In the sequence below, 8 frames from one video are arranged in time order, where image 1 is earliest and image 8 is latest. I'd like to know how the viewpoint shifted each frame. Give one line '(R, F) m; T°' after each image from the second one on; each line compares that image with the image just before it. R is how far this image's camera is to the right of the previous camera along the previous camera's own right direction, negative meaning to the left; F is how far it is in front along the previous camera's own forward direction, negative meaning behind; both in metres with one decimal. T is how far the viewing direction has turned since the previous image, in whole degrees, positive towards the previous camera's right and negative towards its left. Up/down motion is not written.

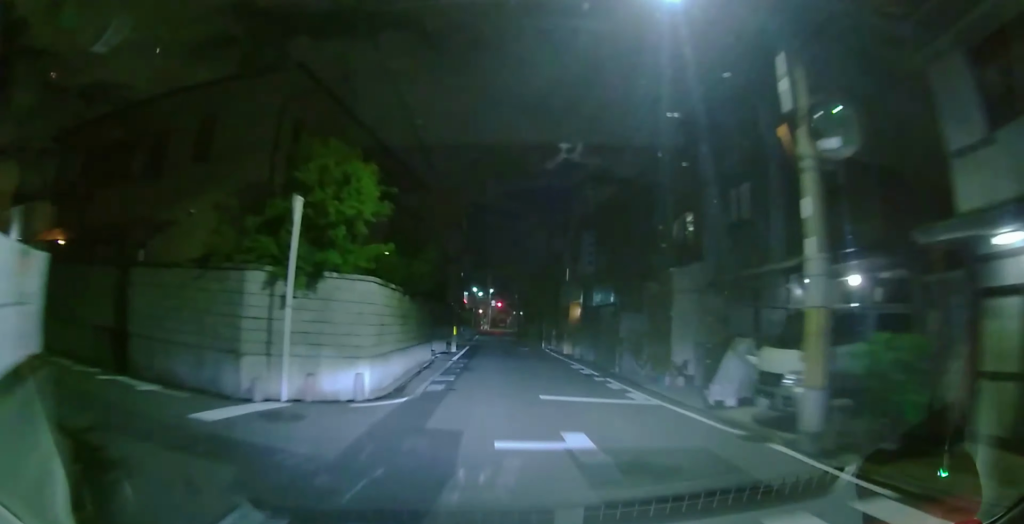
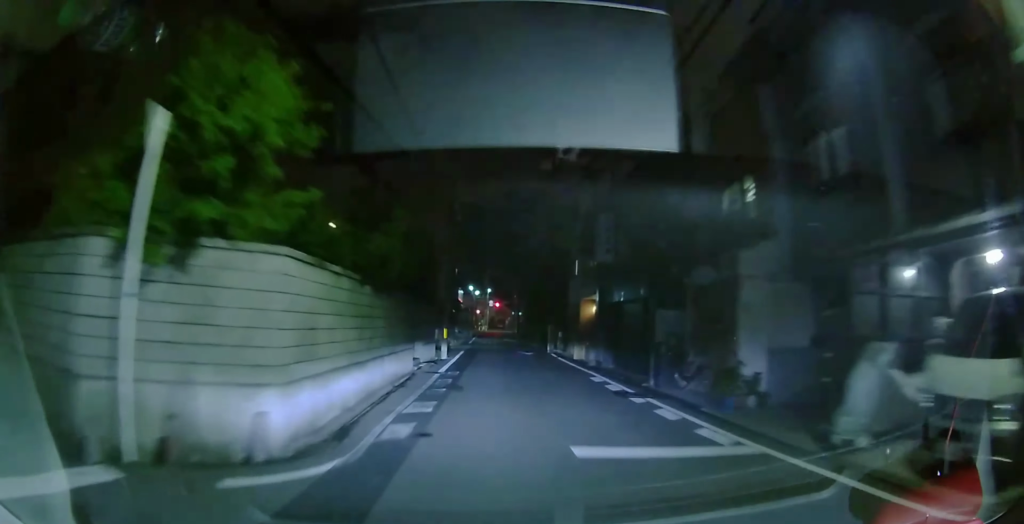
(0.0, +3.8) m; 0°
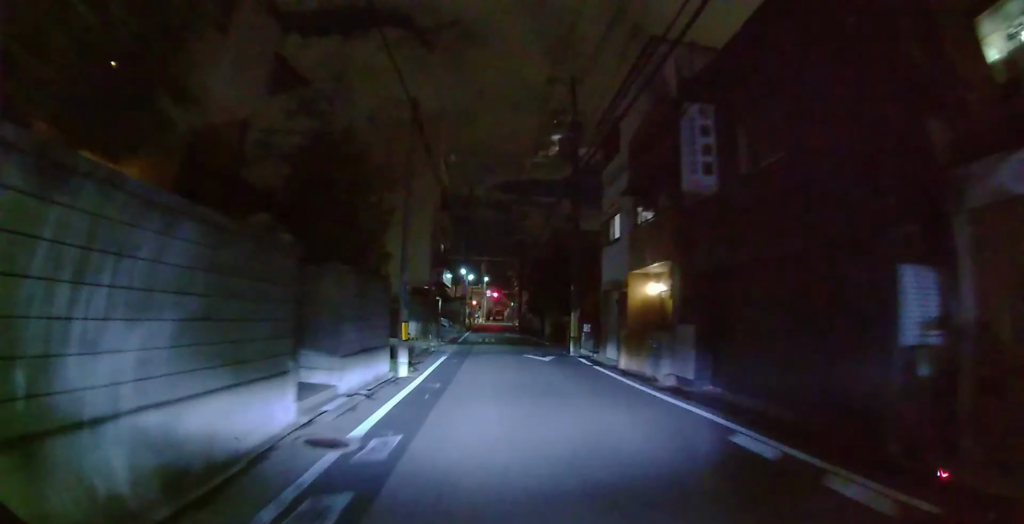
(-0.1, +8.9) m; -3°
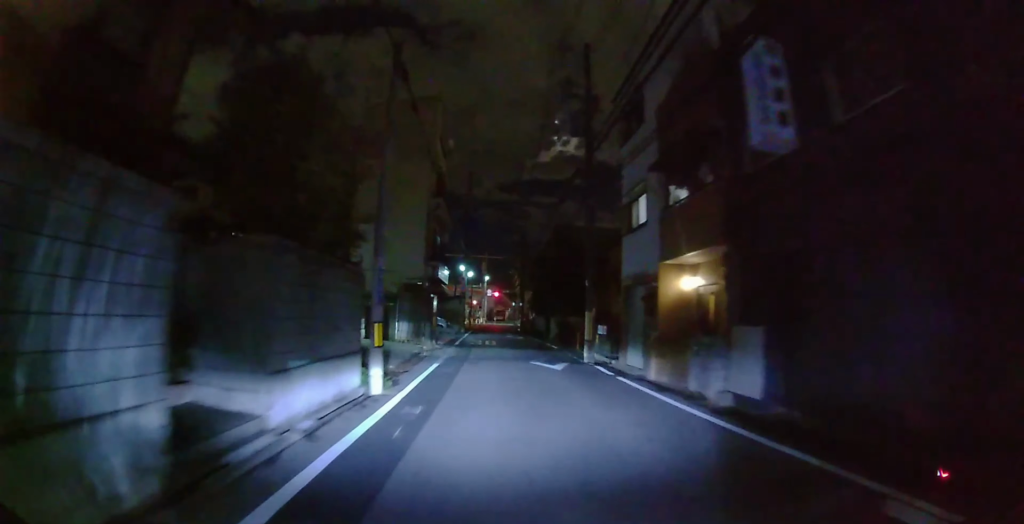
(-0.1, +2.8) m; -1°
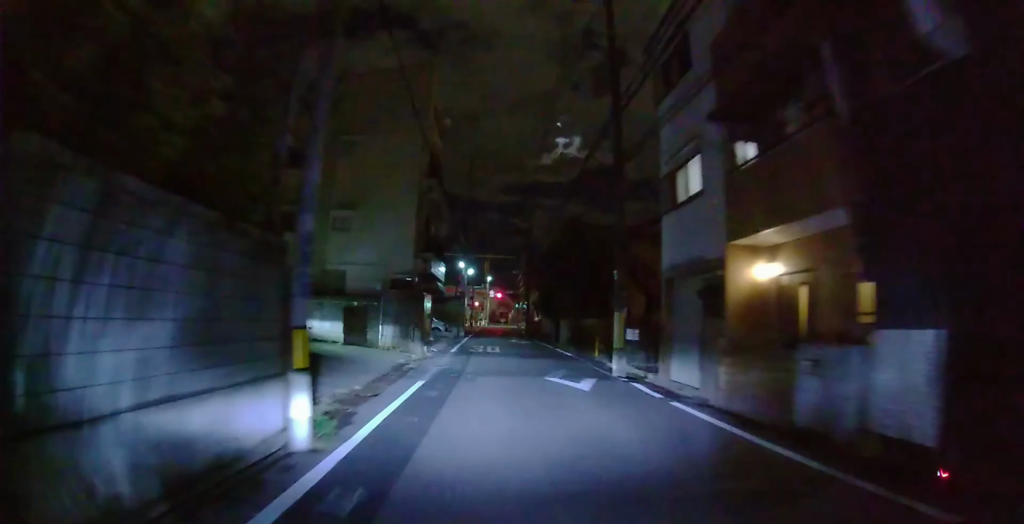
(0.0, +3.8) m; 0°
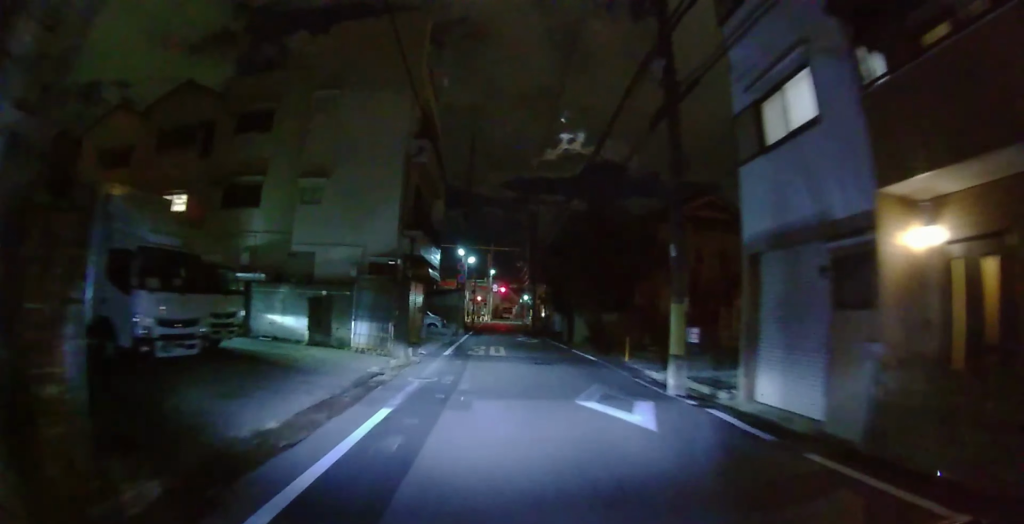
(0.0, +4.5) m; 0°
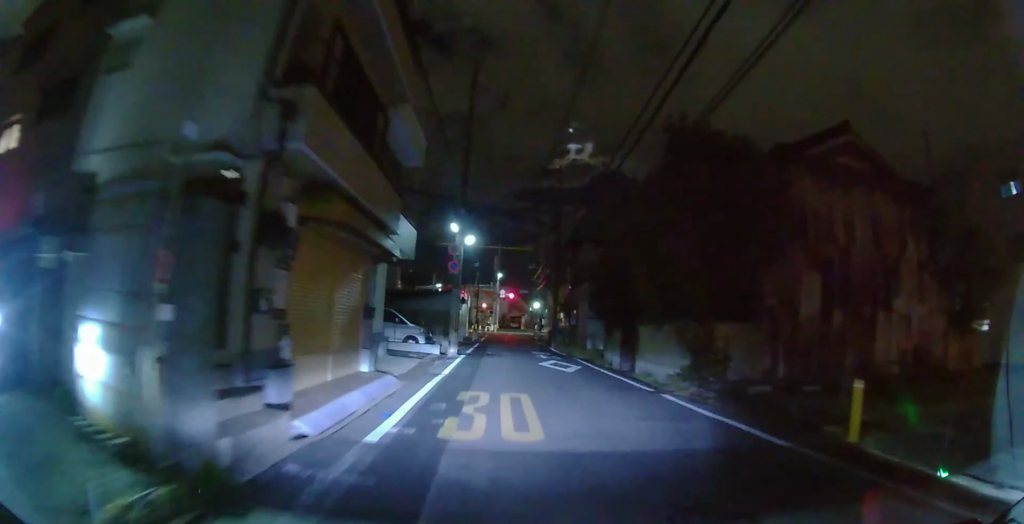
(0.0, +11.3) m; +2°
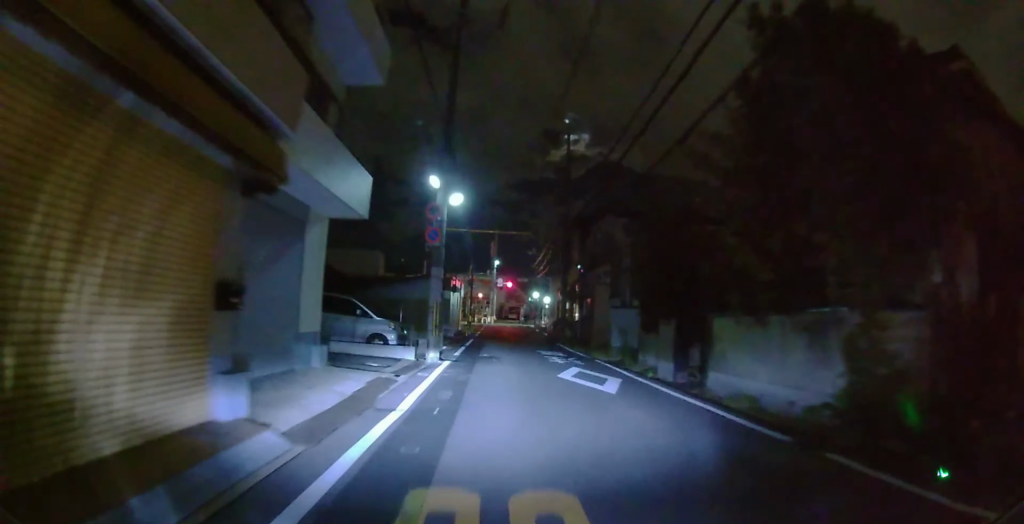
(+0.2, +6.5) m; +3°
